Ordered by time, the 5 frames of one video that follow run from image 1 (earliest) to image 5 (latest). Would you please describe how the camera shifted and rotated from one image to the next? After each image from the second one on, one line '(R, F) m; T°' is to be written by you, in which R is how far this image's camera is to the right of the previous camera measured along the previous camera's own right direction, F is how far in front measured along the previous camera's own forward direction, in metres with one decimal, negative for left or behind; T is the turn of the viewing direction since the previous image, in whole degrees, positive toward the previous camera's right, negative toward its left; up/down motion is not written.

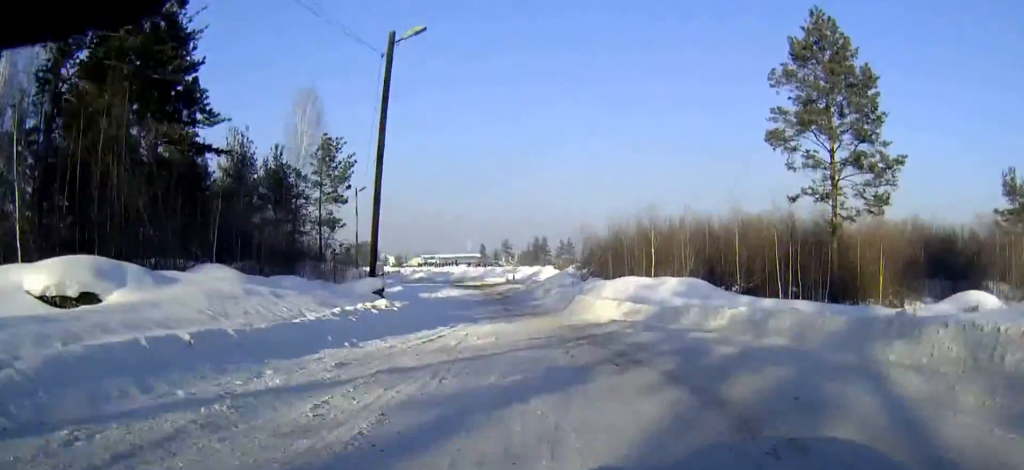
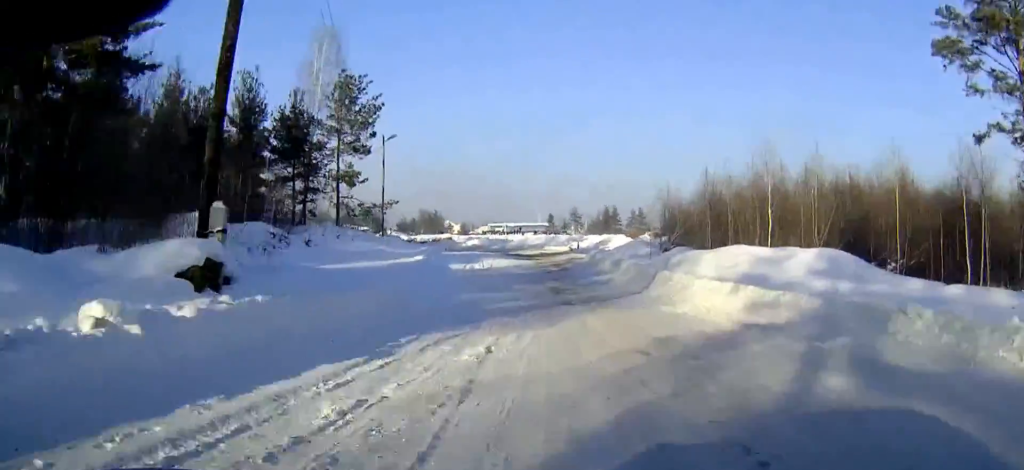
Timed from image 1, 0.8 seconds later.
(-0.2, +14.3) m; -1°
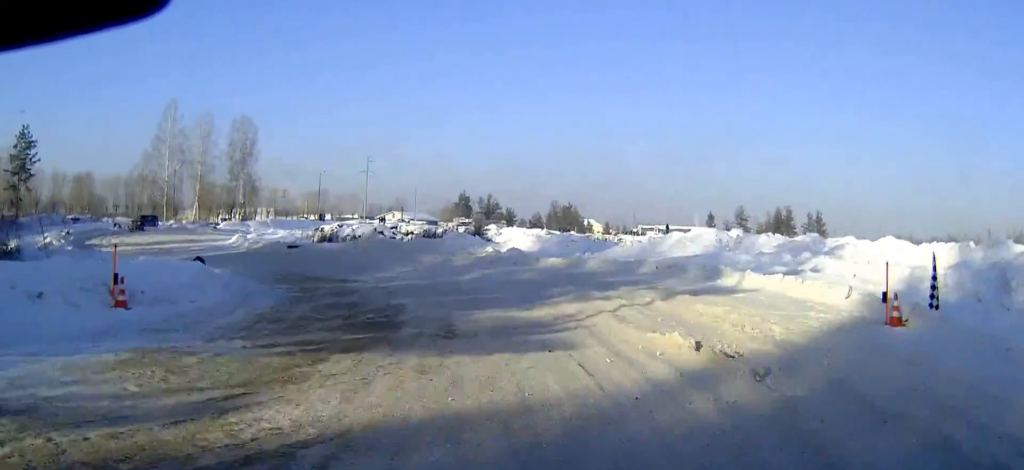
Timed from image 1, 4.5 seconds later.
(-5.6, +70.9) m; -18°
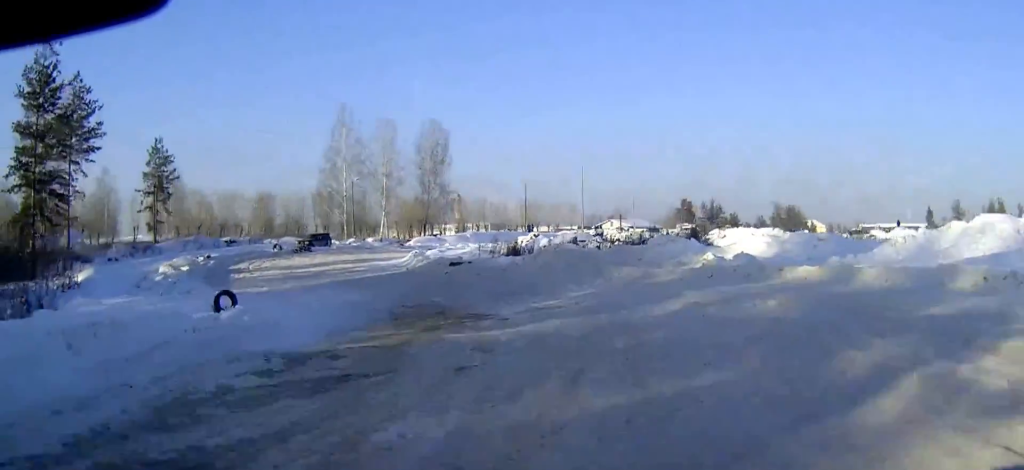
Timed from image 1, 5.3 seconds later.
(-0.7, +11.7) m; -10°
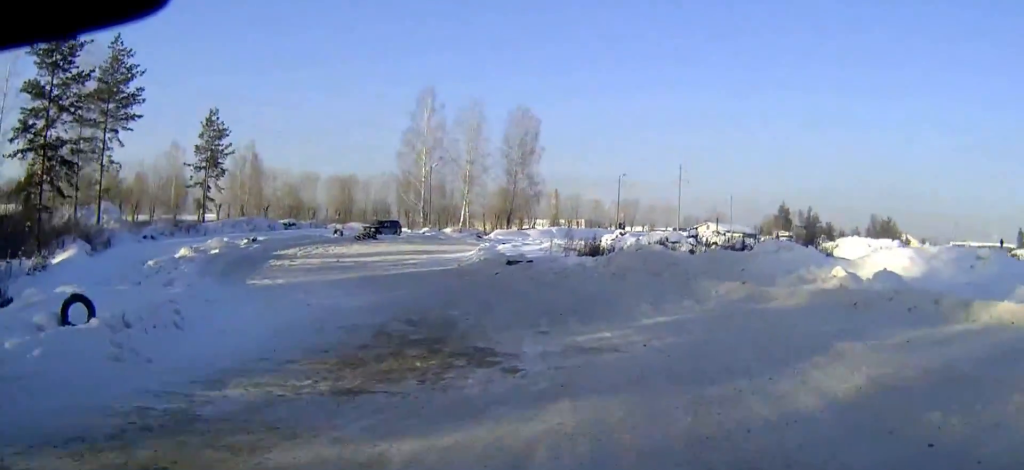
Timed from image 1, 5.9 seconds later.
(-0.7, +8.0) m; -8°
